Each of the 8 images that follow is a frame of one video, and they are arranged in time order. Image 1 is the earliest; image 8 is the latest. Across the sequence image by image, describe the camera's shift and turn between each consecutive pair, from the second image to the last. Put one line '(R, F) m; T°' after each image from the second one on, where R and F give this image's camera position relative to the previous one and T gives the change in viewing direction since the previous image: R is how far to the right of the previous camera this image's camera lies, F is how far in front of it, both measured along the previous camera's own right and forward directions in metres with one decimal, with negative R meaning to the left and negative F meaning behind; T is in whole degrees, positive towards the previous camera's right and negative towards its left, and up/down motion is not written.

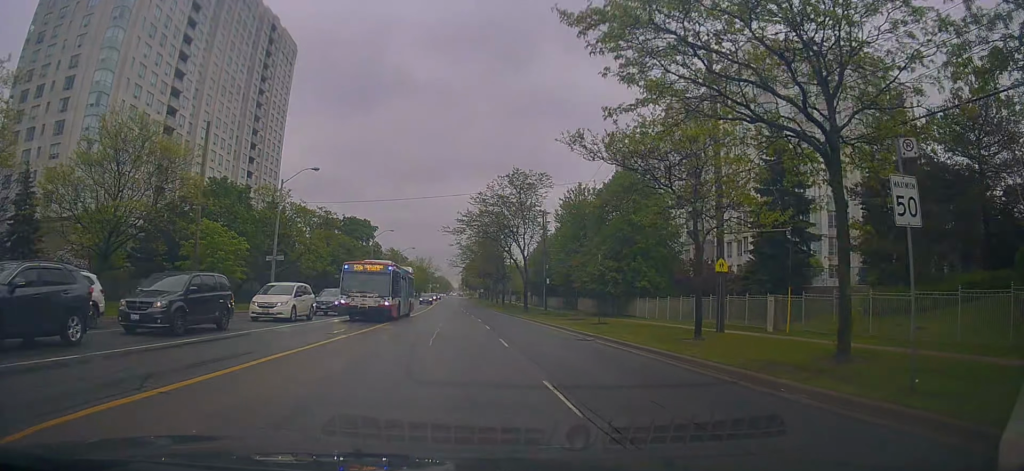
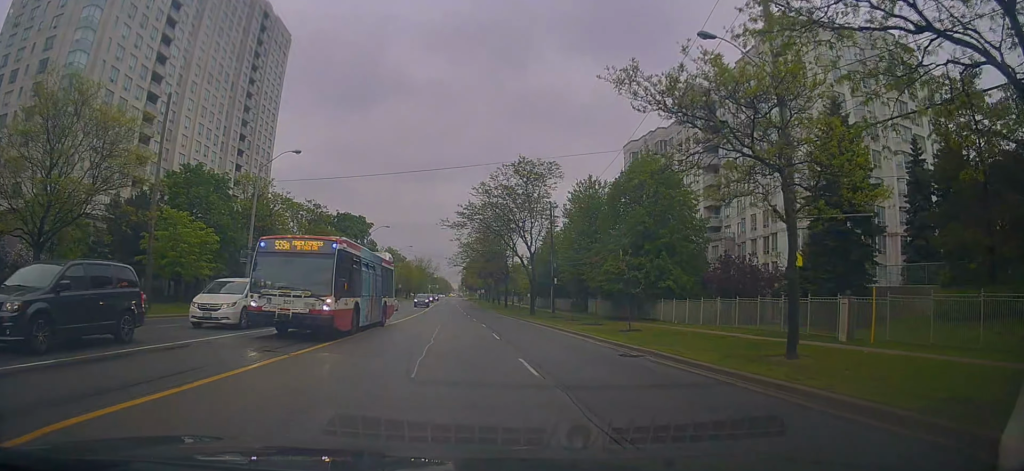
(-0.3, +5.9) m; -1°
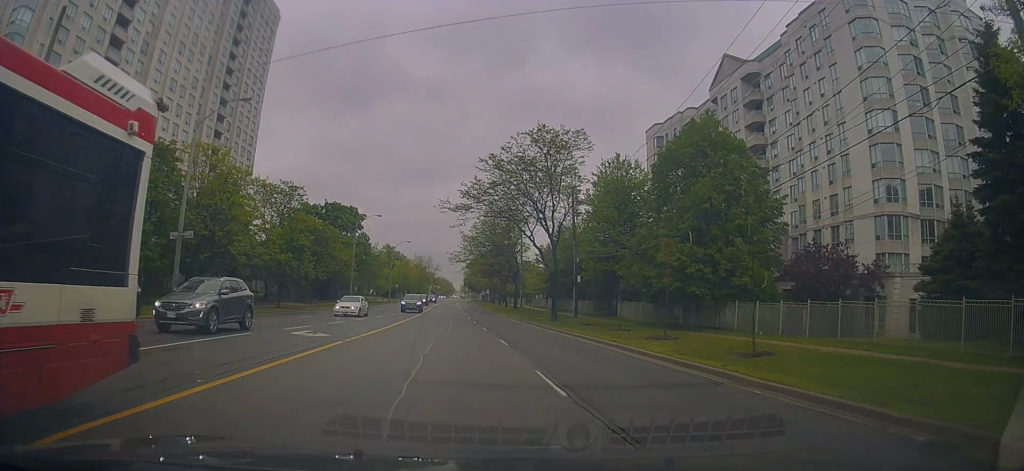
(0.0, +11.2) m; +1°
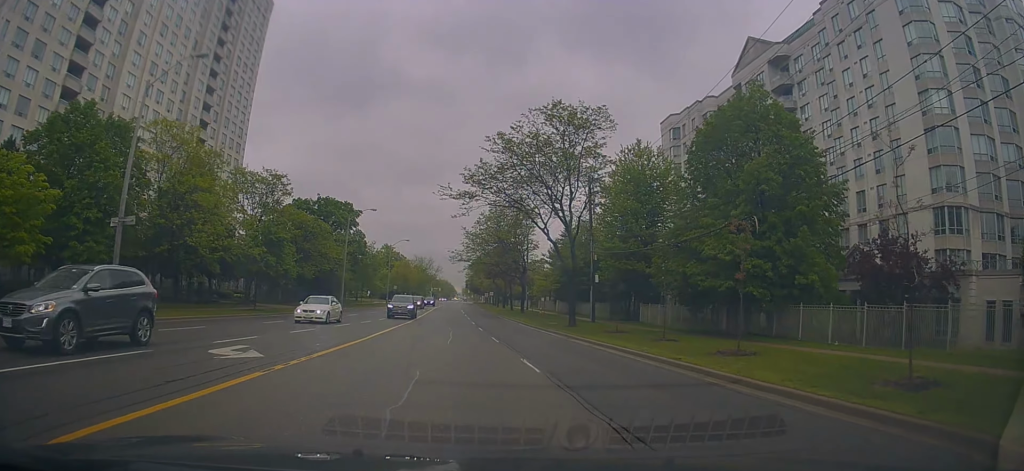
(+0.1, +6.1) m; +1°
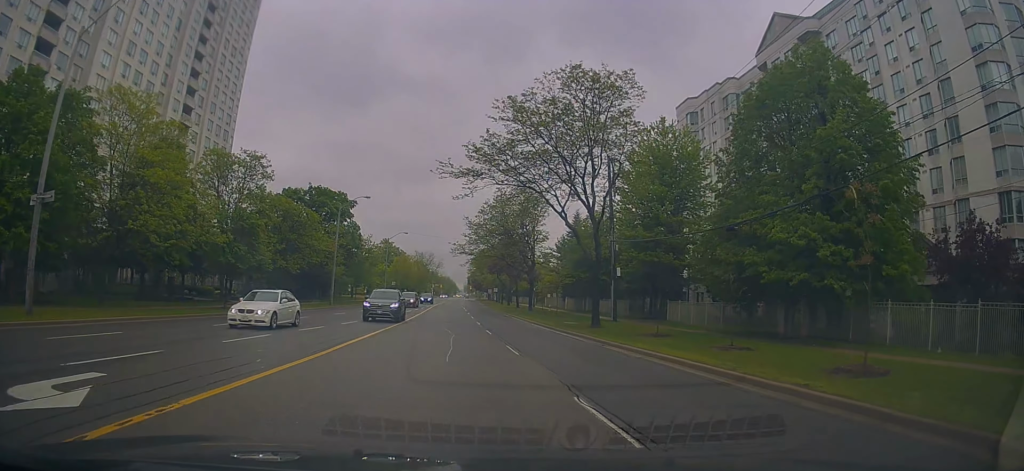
(+0.1, +5.7) m; 0°
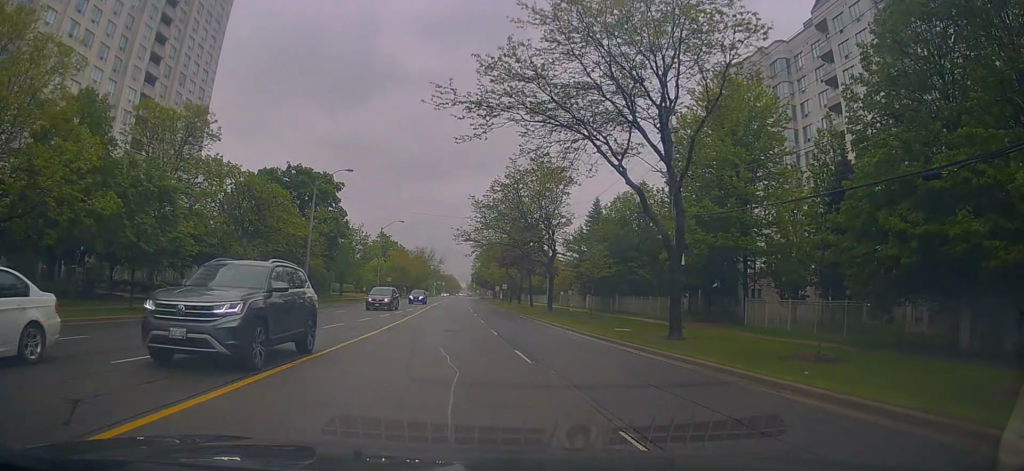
(-0.1, +11.3) m; -1°
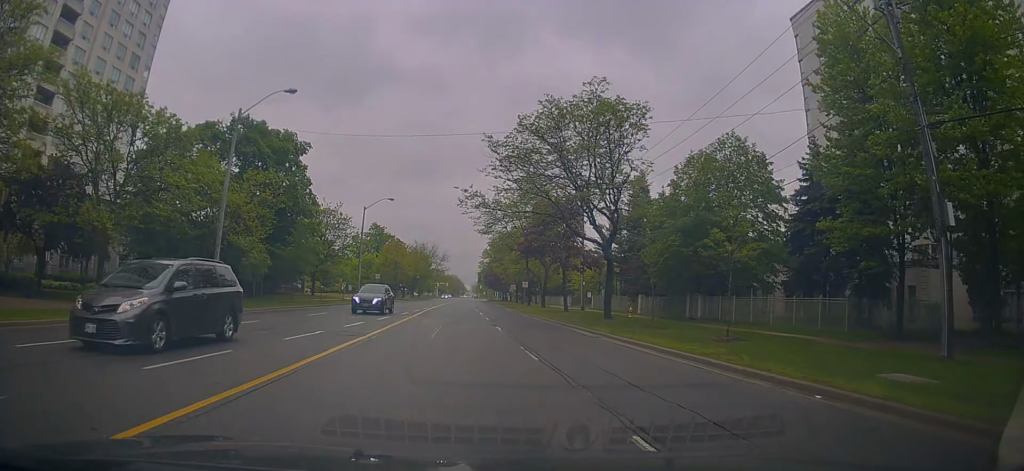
(-0.3, +18.7) m; -1°
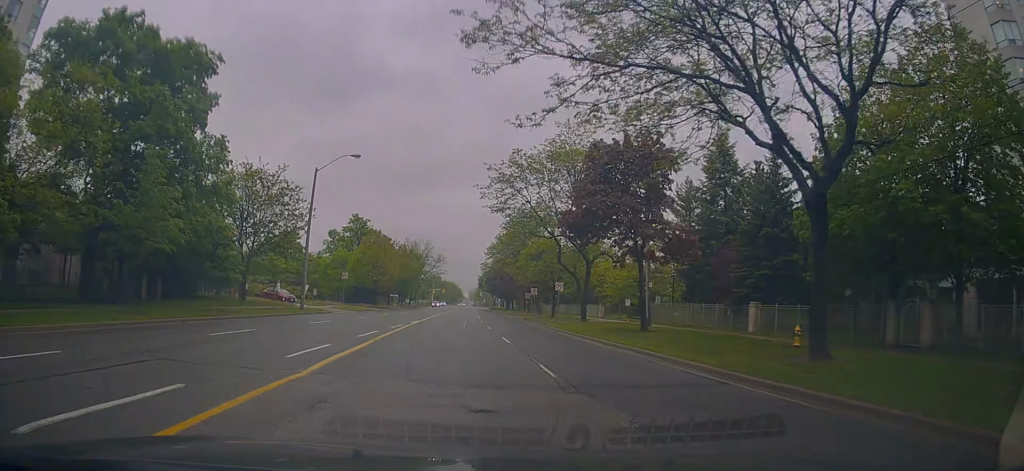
(+0.2, +22.1) m; +1°
